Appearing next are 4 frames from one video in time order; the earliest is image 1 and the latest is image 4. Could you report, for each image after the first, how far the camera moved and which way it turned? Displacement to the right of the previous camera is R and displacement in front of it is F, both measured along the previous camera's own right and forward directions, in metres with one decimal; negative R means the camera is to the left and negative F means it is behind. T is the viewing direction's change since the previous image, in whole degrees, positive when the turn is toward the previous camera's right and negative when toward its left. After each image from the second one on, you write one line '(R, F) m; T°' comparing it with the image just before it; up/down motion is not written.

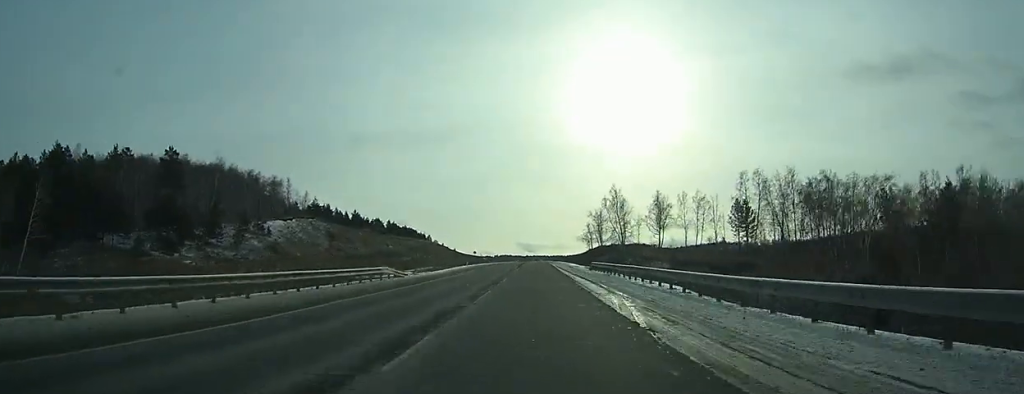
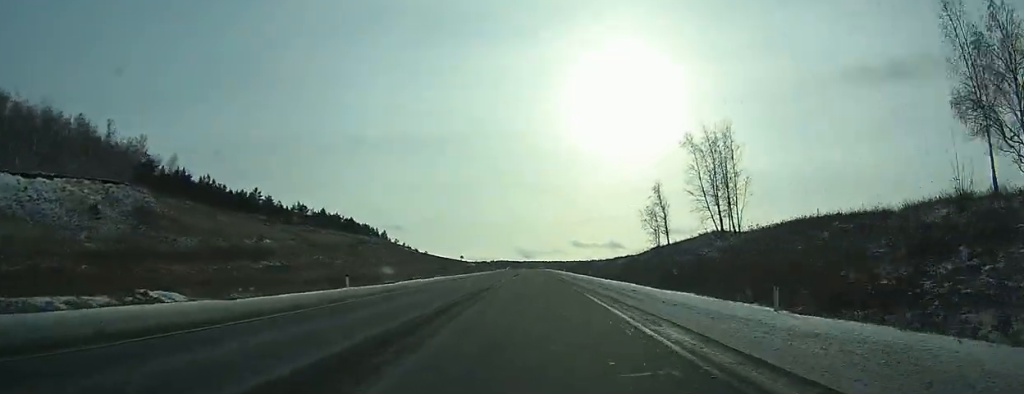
(+0.5, +98.6) m; 0°
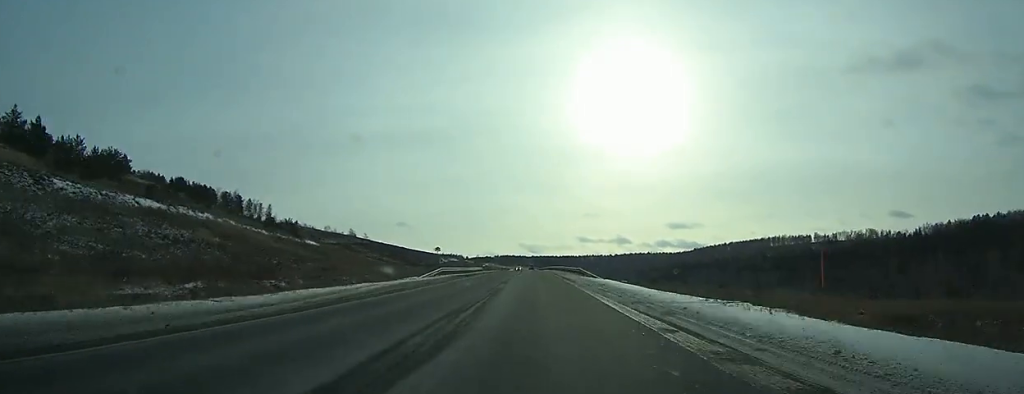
(-0.6, +174.8) m; 0°
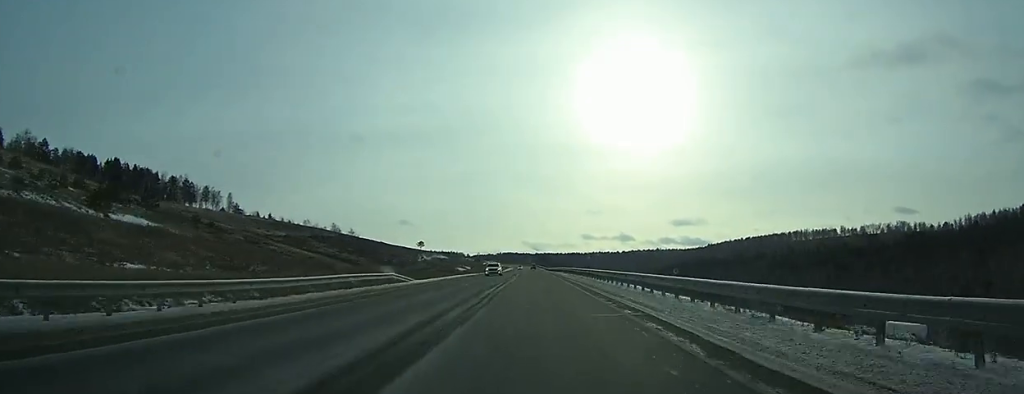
(-0.3, +68.2) m; 0°
